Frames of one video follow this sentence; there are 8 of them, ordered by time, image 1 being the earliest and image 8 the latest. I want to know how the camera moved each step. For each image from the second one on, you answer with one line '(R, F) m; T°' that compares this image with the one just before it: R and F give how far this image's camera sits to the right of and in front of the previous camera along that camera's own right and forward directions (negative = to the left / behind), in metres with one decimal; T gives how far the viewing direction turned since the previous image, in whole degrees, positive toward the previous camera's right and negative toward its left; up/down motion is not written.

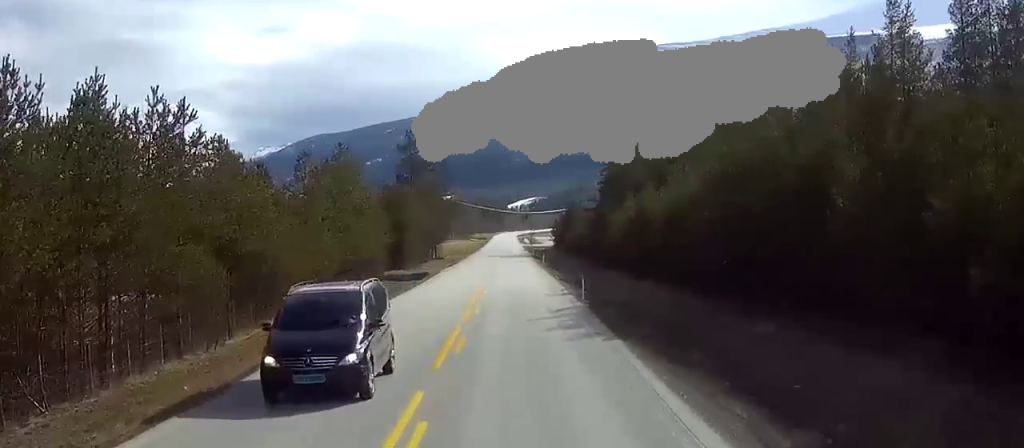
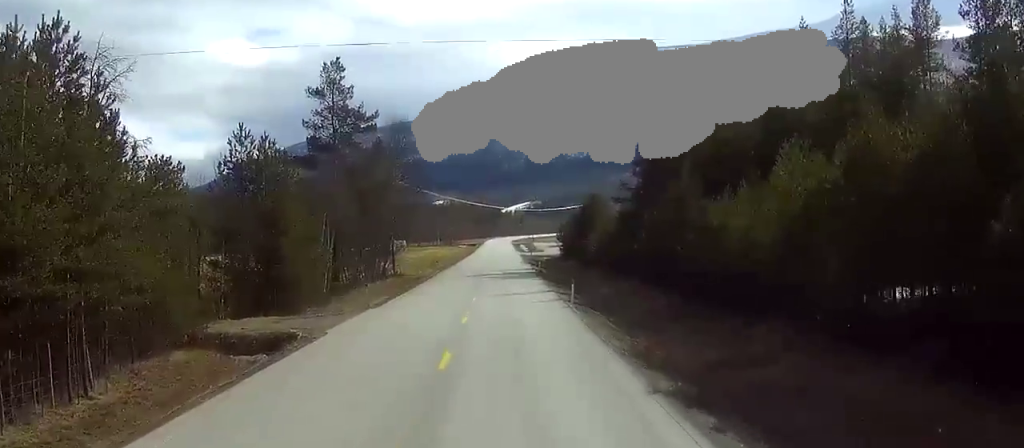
(-0.6, +49.1) m; -1°
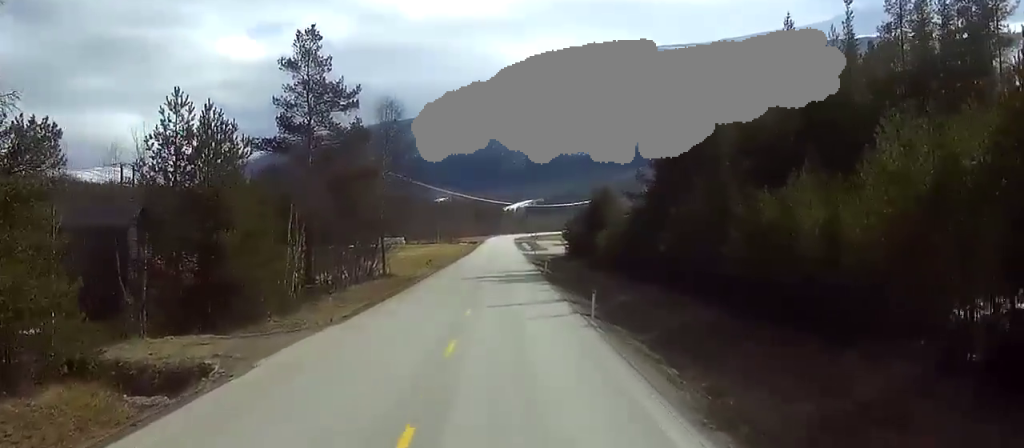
(0.0, +10.1) m; 0°
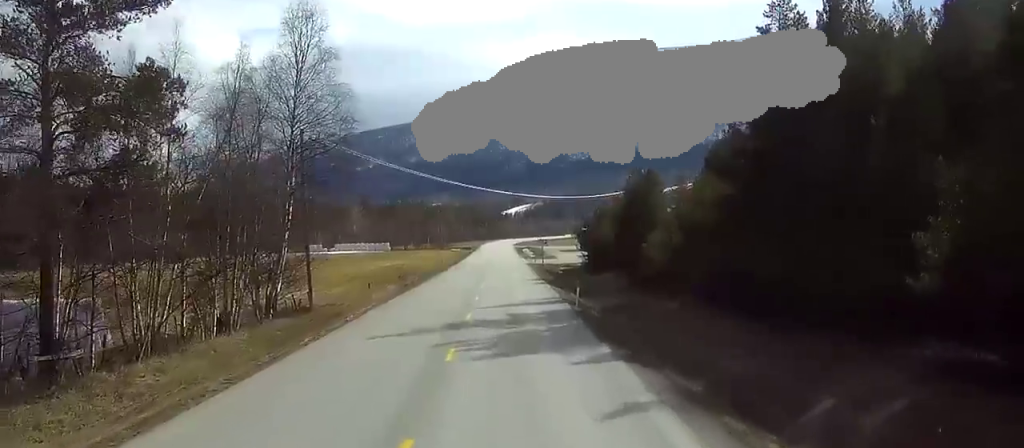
(-0.1, +36.8) m; 0°
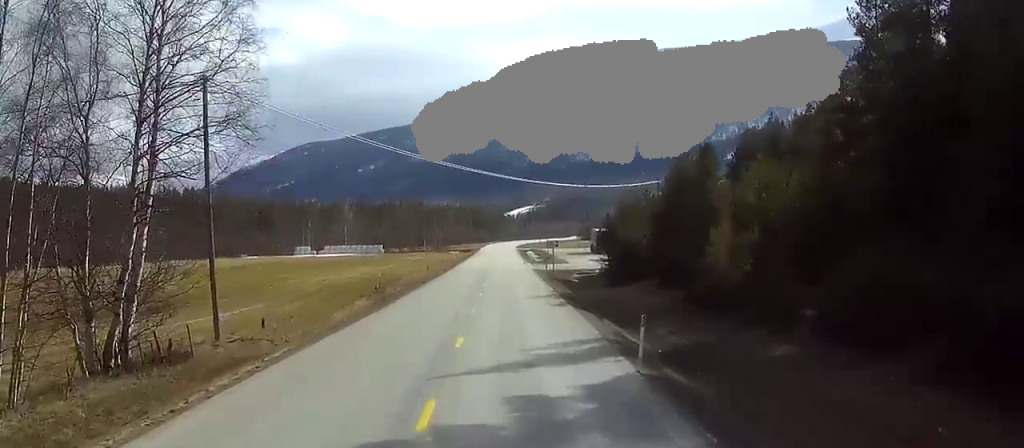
(+0.1, +20.6) m; 0°
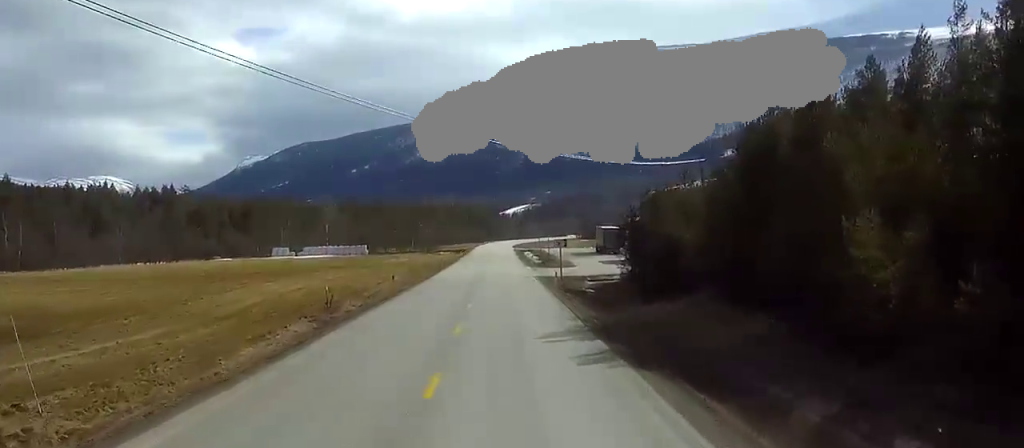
(0.0, +20.8) m; 0°
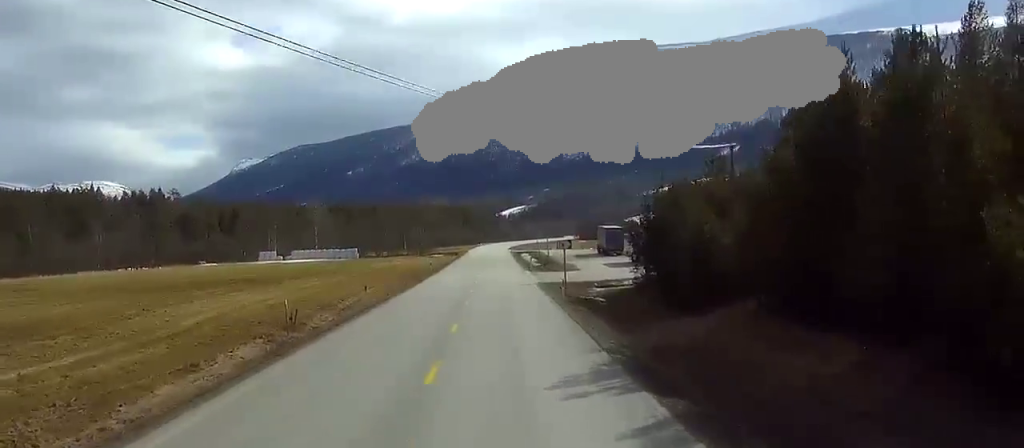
(0.0, +9.7) m; 0°
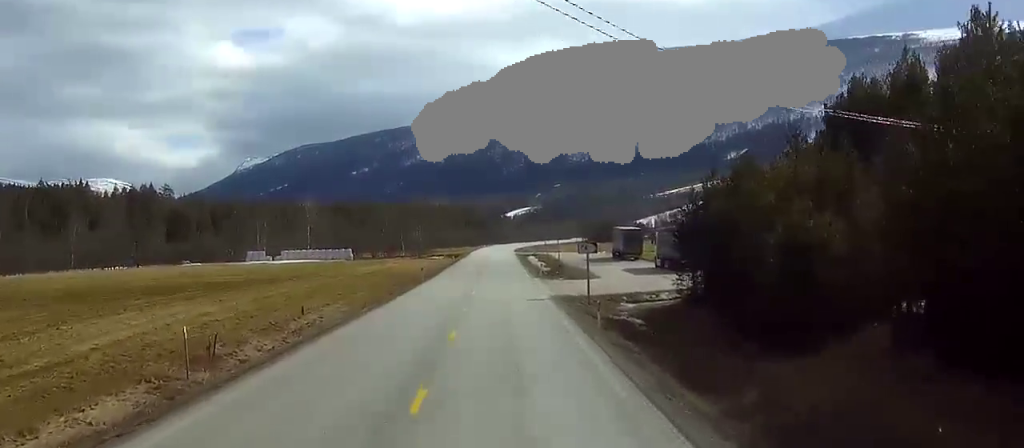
(0.0, +15.6) m; 0°
